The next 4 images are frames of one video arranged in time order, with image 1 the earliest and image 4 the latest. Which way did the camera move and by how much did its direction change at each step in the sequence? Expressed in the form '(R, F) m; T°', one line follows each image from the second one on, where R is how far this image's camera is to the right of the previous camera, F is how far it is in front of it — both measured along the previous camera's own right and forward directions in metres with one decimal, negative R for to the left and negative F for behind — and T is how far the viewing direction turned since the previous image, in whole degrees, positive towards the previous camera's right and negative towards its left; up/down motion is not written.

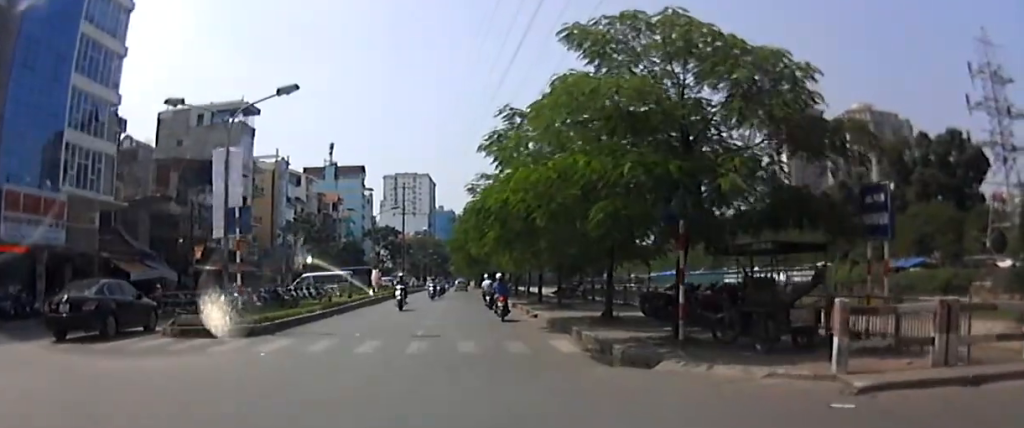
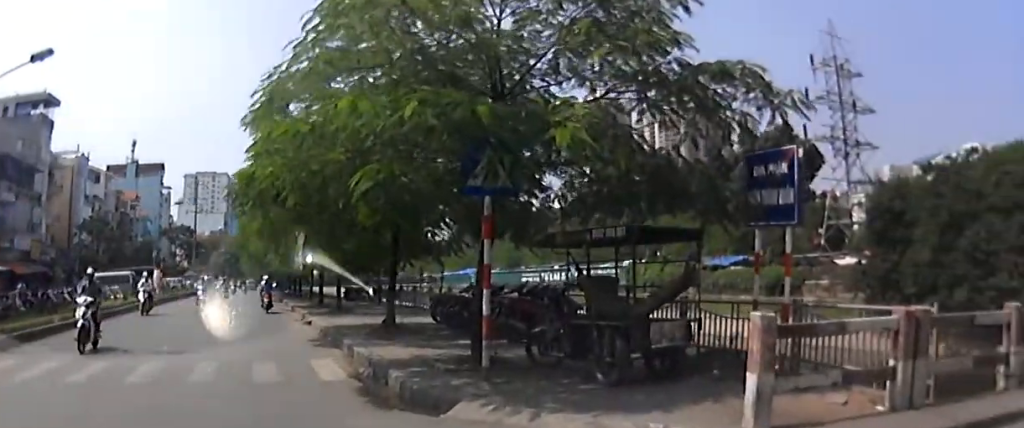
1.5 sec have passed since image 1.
(+0.4, +3.2) m; +15°
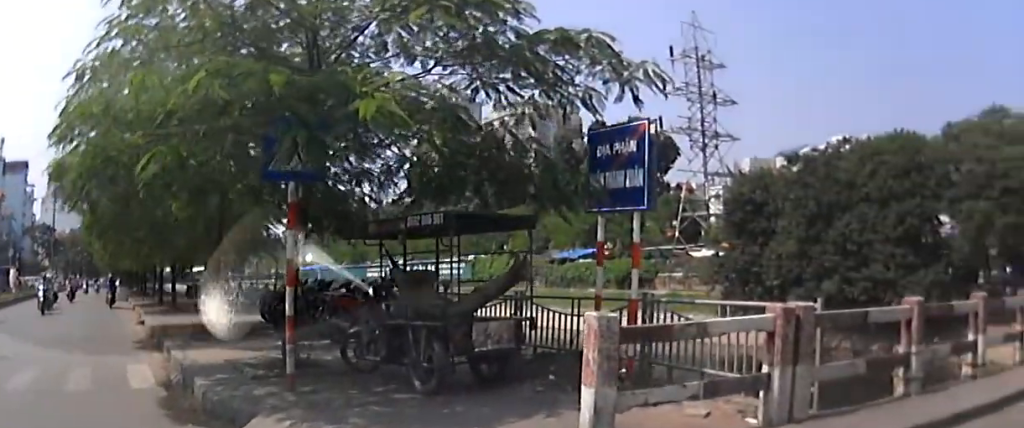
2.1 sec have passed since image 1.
(+0.1, +1.1) m; +11°
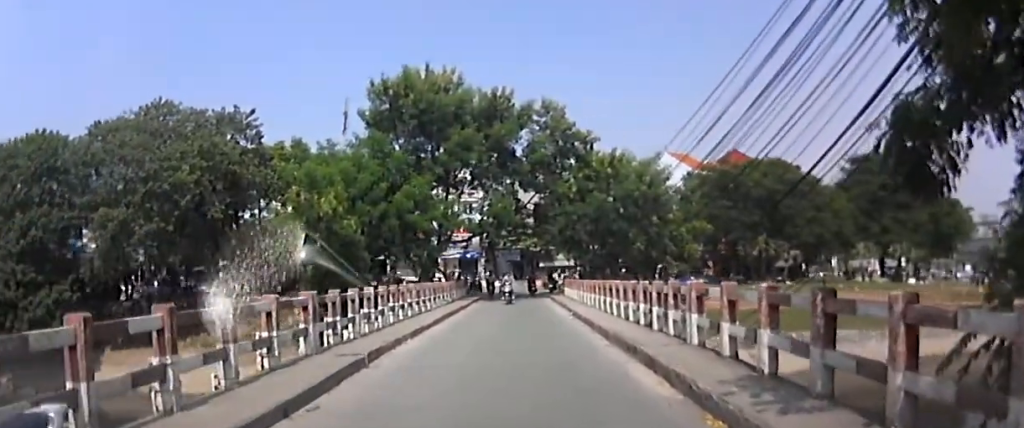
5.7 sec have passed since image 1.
(+3.7, +5.9) m; +63°
